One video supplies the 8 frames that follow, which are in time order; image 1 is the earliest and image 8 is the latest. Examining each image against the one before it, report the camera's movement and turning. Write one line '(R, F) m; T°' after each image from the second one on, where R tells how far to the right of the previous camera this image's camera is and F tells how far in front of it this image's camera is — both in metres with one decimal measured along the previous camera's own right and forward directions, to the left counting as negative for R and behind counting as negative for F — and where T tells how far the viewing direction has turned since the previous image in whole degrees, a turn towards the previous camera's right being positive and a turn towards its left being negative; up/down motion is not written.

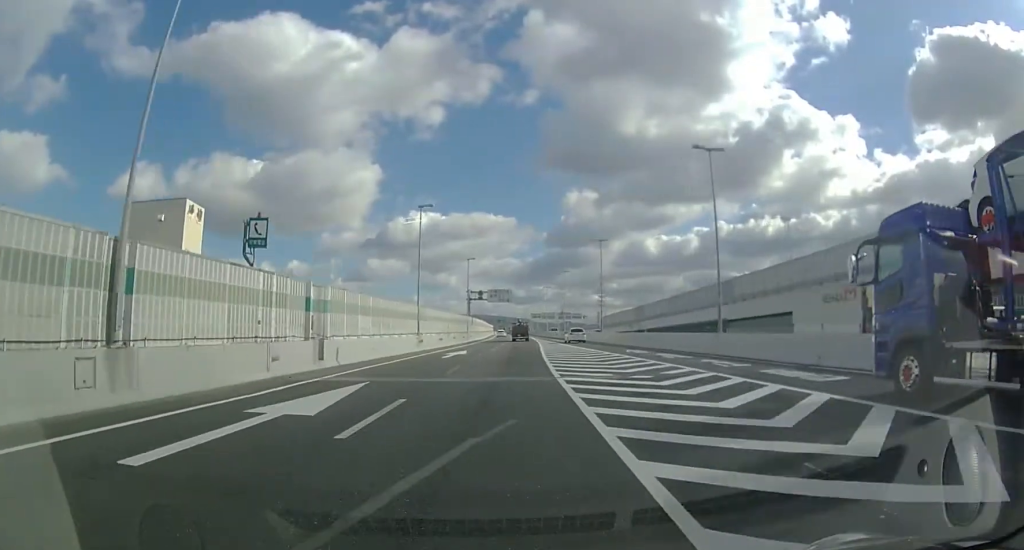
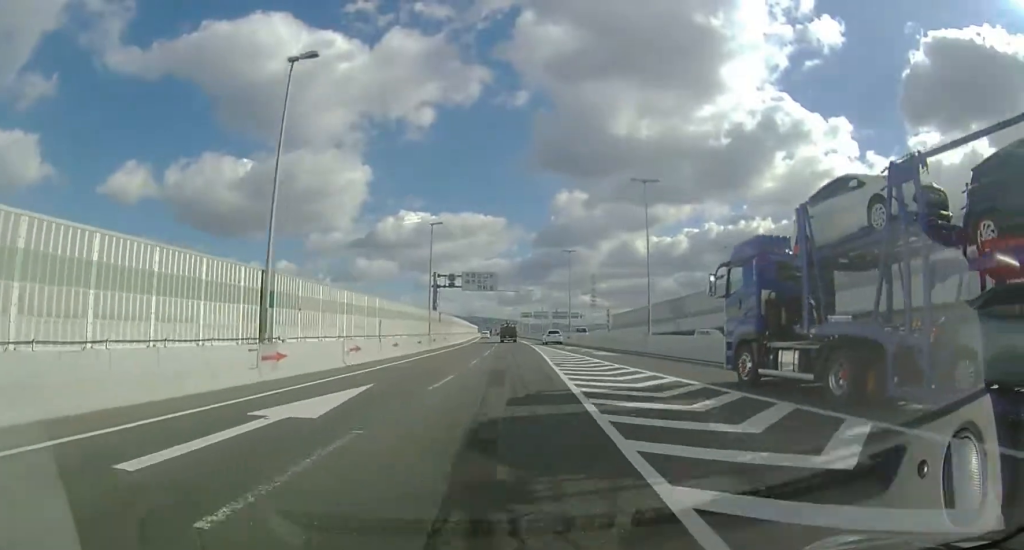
(+0.1, +23.6) m; 0°
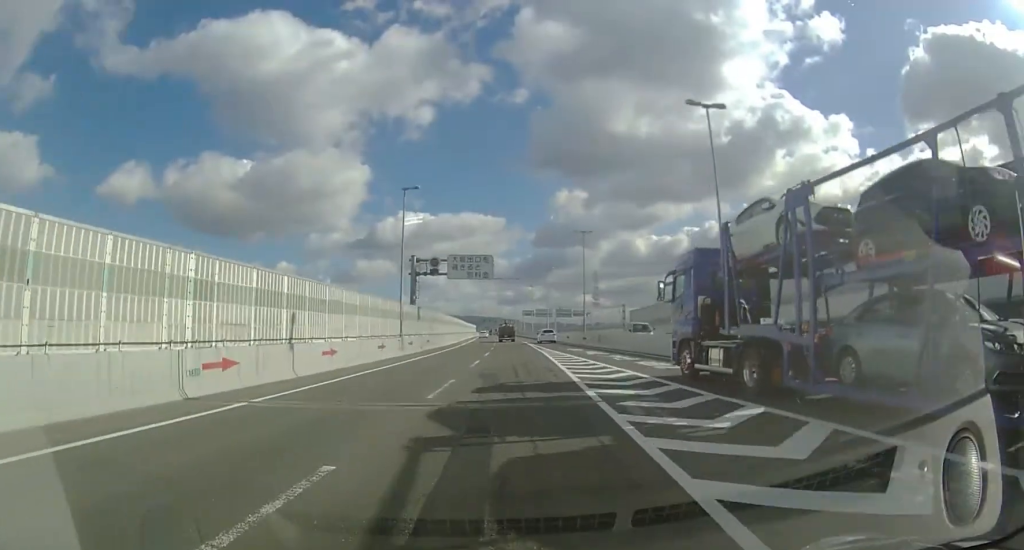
(0.0, +11.5) m; 0°
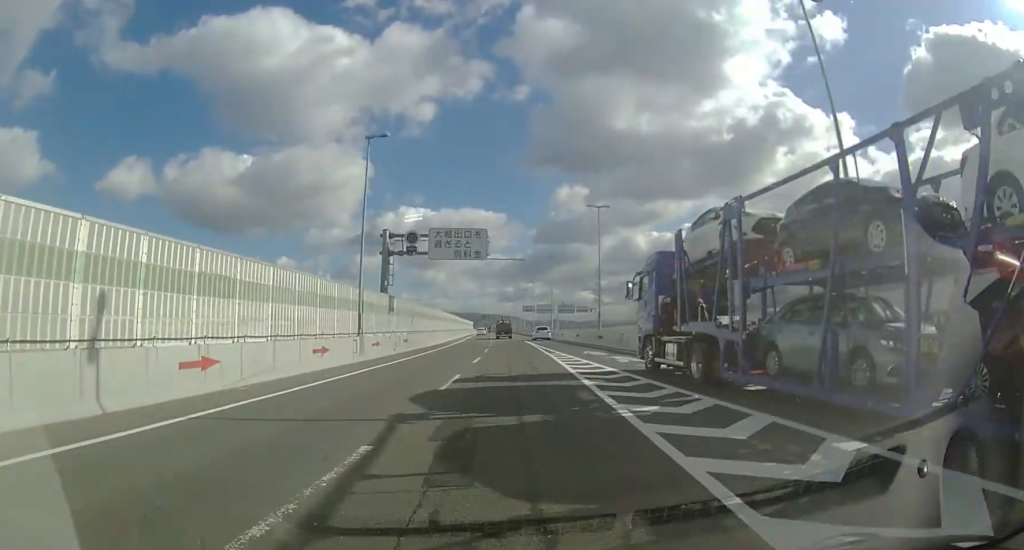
(0.0, +9.6) m; 0°
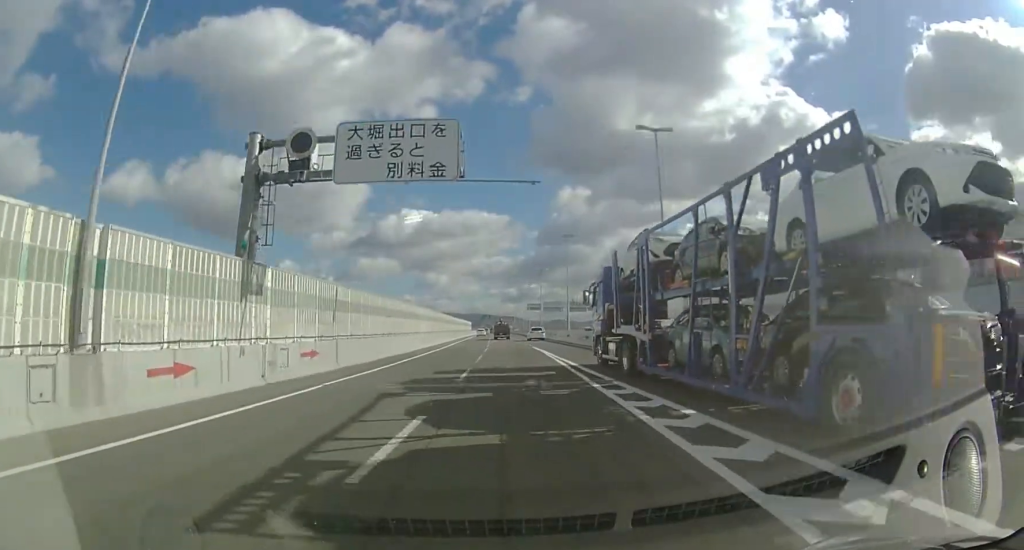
(-0.1, +17.5) m; -1°
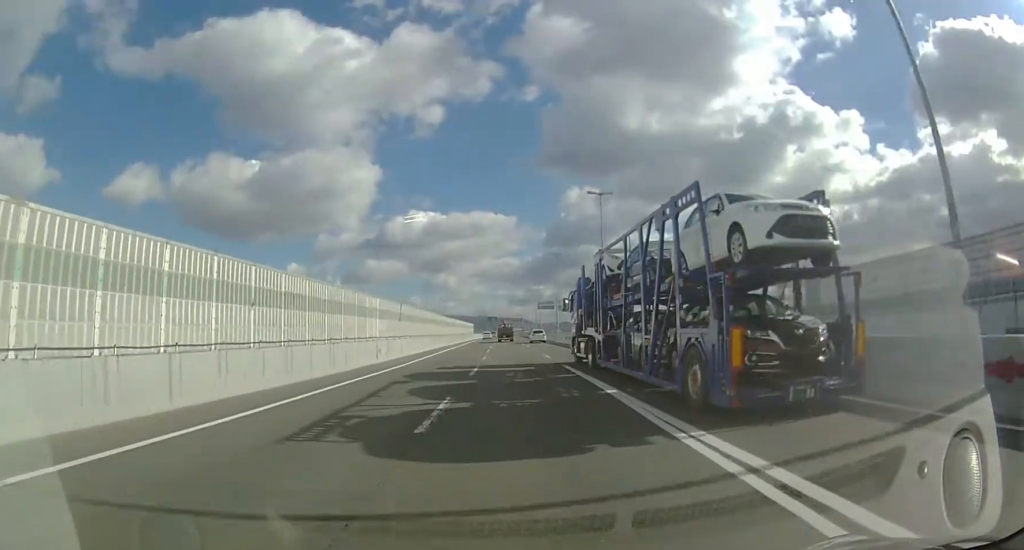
(-0.1, +17.5) m; 0°
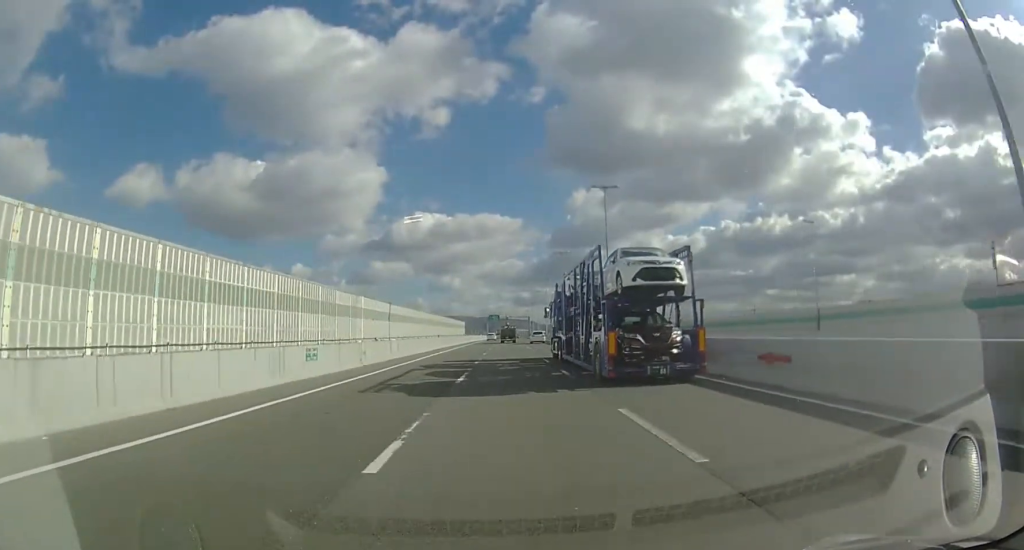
(0.0, +32.0) m; 0°
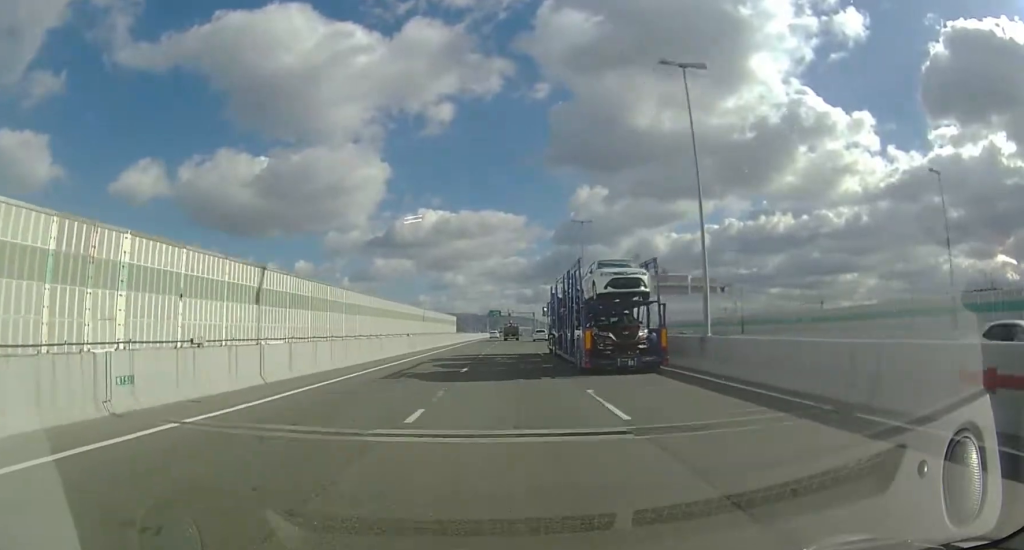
(0.0, +16.4) m; 0°
